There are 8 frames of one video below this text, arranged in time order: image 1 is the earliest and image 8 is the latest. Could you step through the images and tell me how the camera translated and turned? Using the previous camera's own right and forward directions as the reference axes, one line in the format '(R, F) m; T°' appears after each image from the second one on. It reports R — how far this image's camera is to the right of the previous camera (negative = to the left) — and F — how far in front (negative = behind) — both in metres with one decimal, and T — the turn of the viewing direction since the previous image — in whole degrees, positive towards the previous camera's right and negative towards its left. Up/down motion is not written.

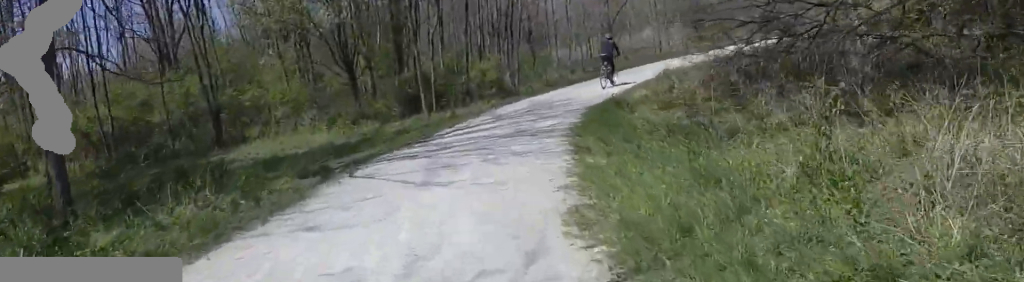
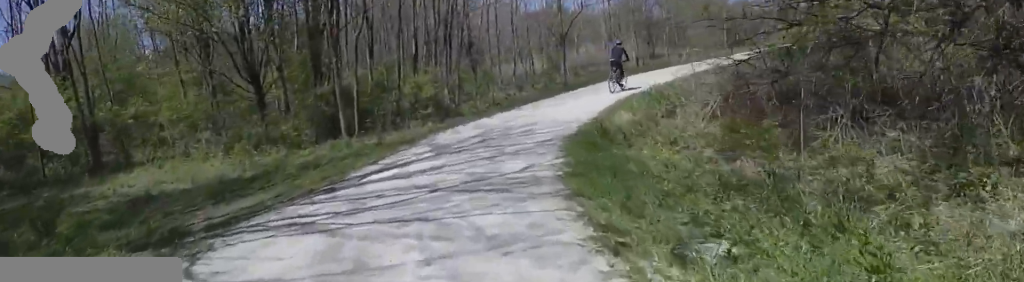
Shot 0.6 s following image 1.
(-0.1, +3.9) m; +7°
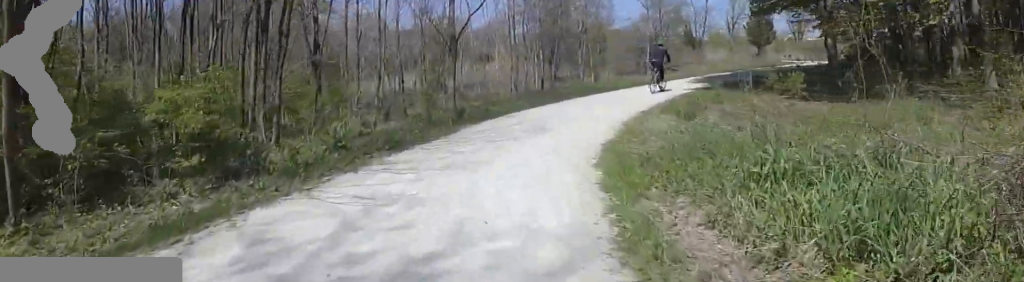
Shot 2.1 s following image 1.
(+1.5, +9.4) m; +13°
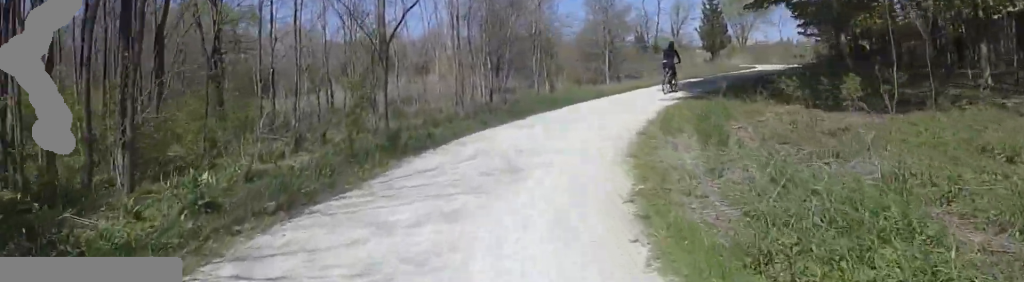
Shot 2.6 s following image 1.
(-0.1, +3.9) m; +6°
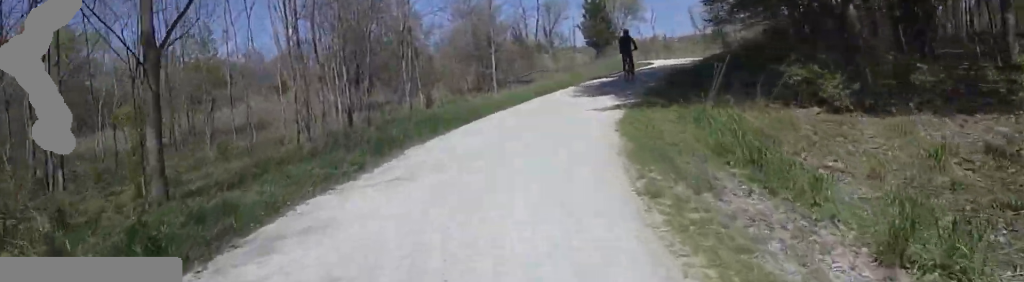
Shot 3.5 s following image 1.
(+0.7, +5.9) m; +14°
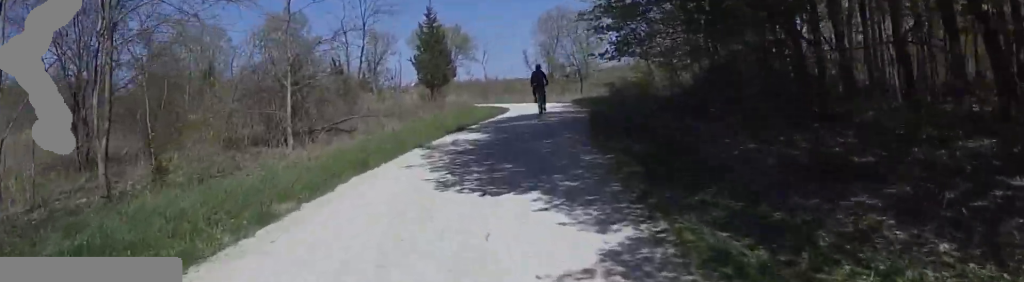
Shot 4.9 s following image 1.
(+1.4, +8.6) m; +6°
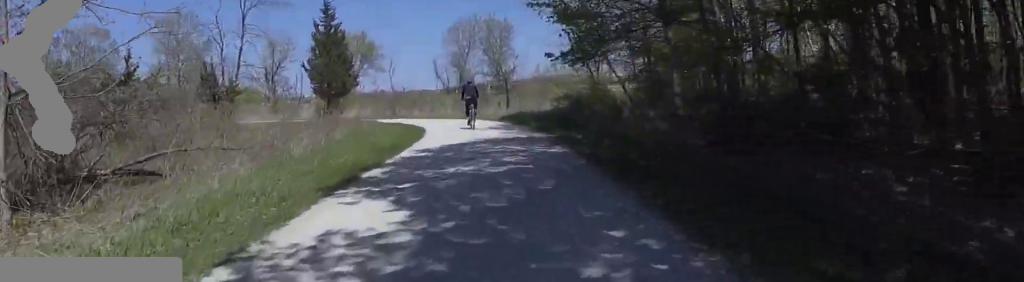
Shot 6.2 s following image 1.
(-0.7, +7.4) m; -11°
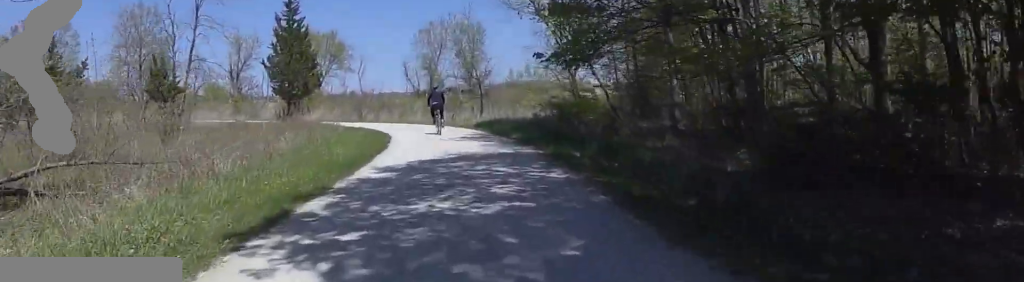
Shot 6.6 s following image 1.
(-0.1, +2.5) m; -2°
